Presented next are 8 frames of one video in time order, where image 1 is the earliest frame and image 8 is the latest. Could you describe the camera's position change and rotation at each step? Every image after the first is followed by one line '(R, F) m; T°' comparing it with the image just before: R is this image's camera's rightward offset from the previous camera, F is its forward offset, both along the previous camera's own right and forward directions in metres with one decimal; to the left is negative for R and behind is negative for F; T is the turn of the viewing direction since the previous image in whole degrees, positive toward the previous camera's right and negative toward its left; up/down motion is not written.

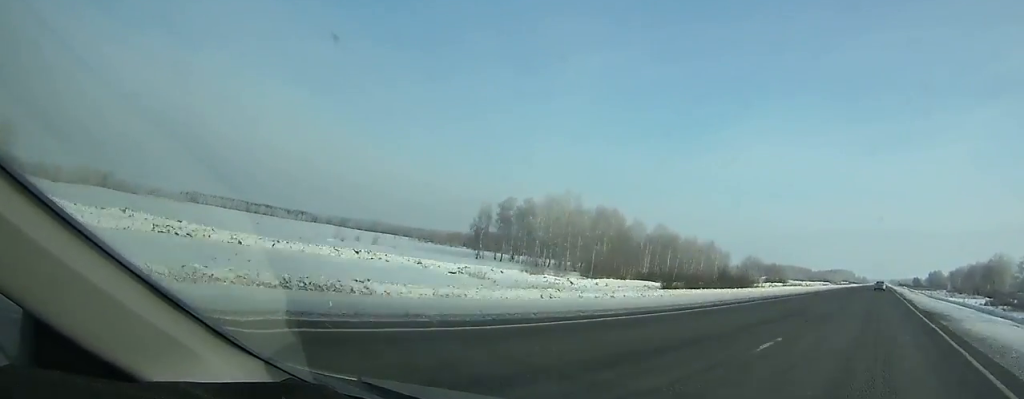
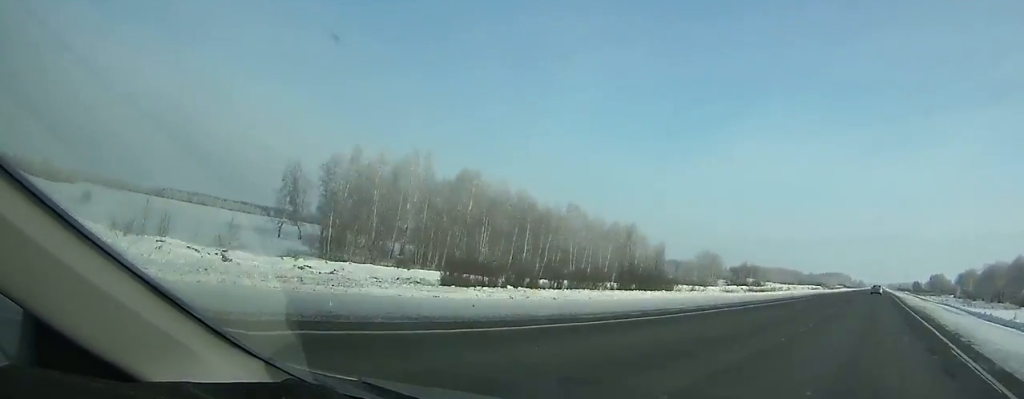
(+0.1, +46.0) m; 0°
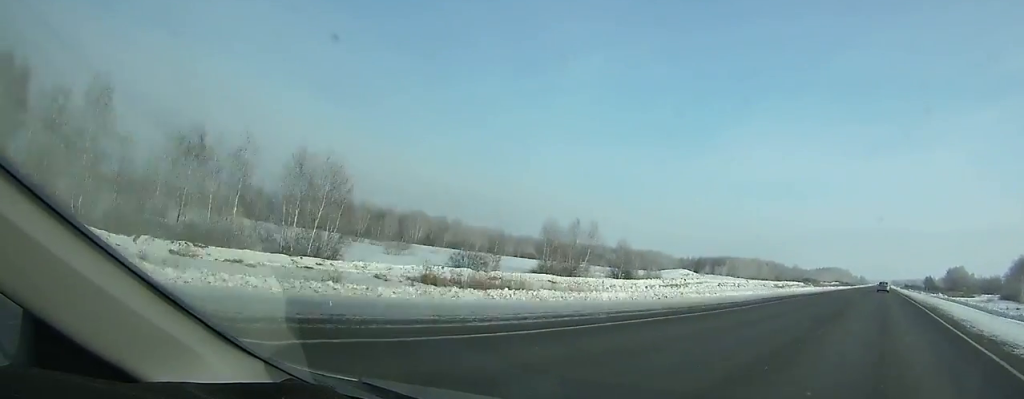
(-0.2, +108.4) m; 0°
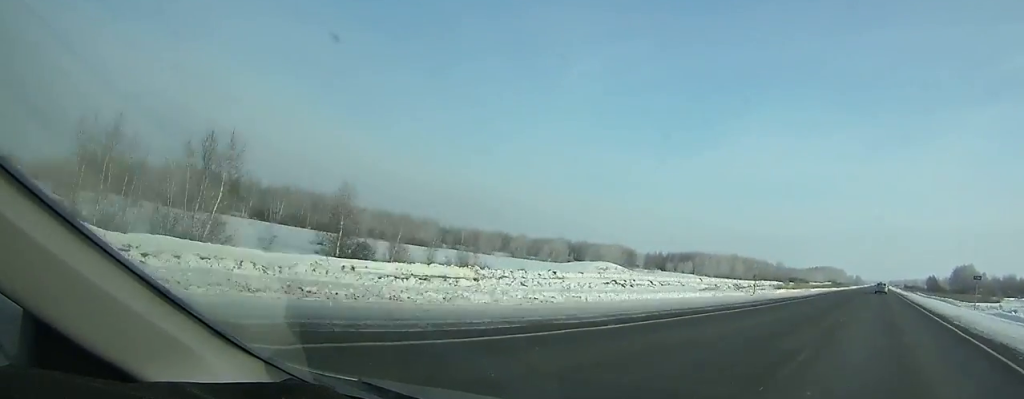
(+0.2, +54.1) m; 0°
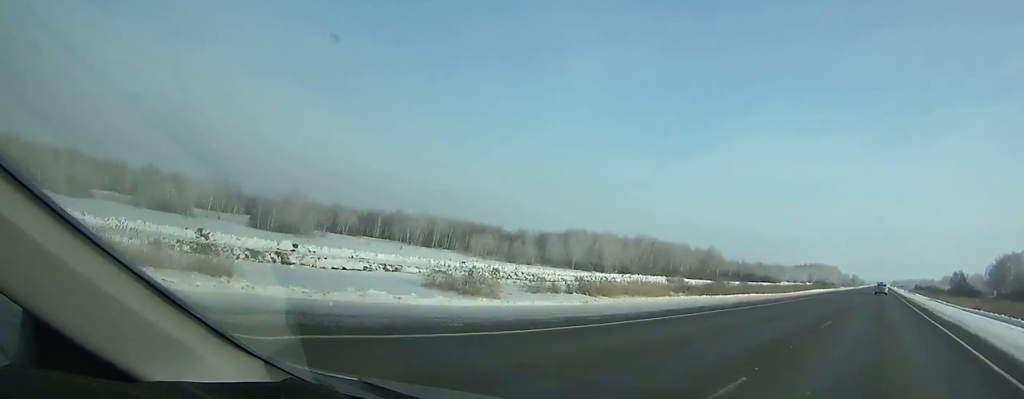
(-0.2, +137.1) m; 0°
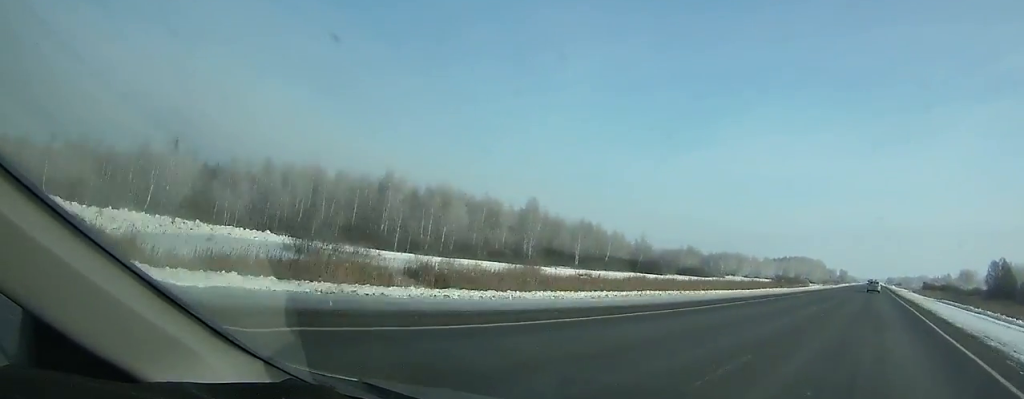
(+0.3, +106.4) m; 0°
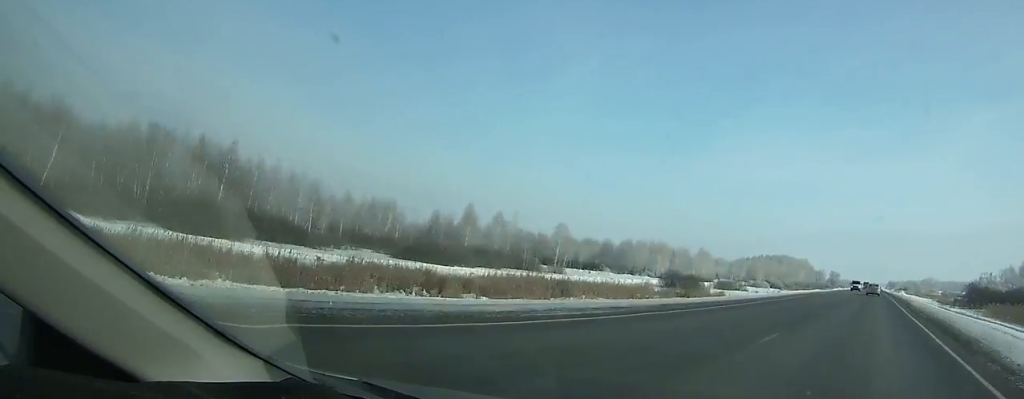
(0.0, +115.4) m; 0°
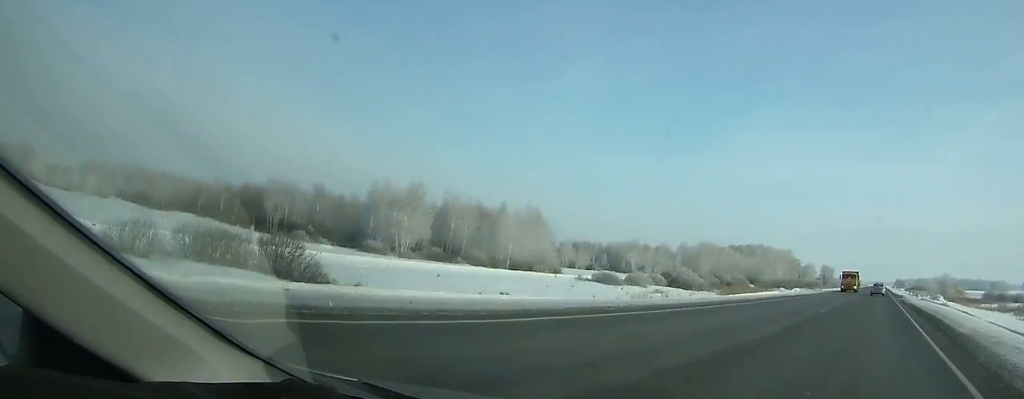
(-0.7, +106.8) m; 0°
